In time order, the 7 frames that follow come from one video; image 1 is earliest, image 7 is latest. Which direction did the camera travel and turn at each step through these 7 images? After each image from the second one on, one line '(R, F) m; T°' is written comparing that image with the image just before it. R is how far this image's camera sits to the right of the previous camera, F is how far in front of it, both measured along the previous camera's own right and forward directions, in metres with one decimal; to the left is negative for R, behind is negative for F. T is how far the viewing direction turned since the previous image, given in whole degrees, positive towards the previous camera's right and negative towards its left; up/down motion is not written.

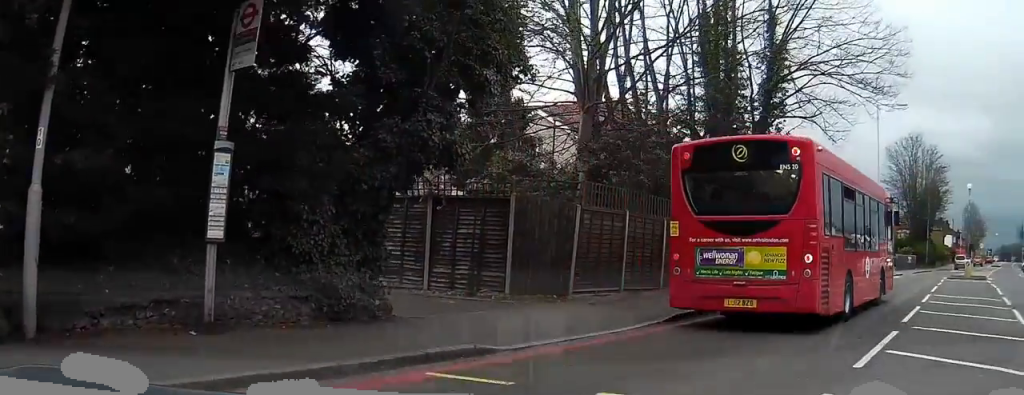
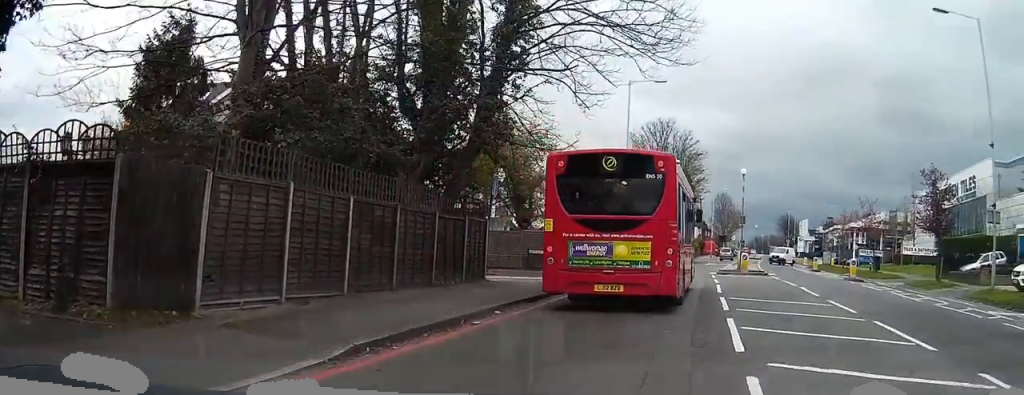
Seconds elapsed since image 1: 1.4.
(+0.6, +5.3) m; +7°
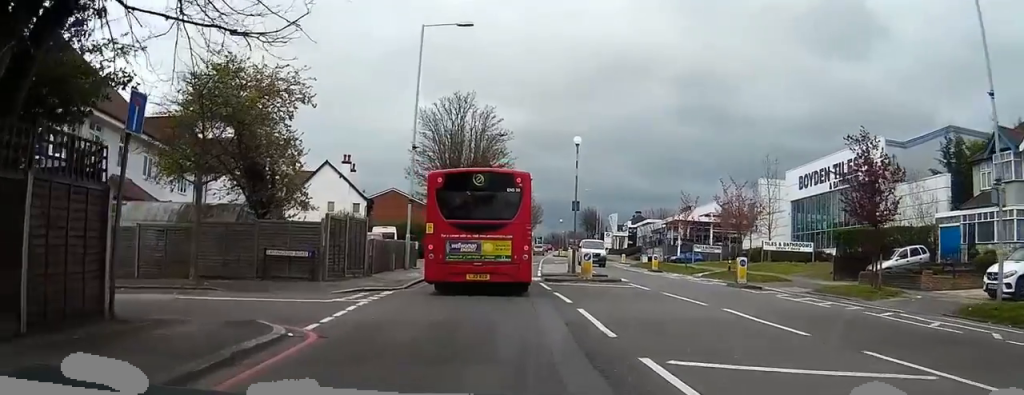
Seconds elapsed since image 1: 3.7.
(+0.6, +11.1) m; +8°
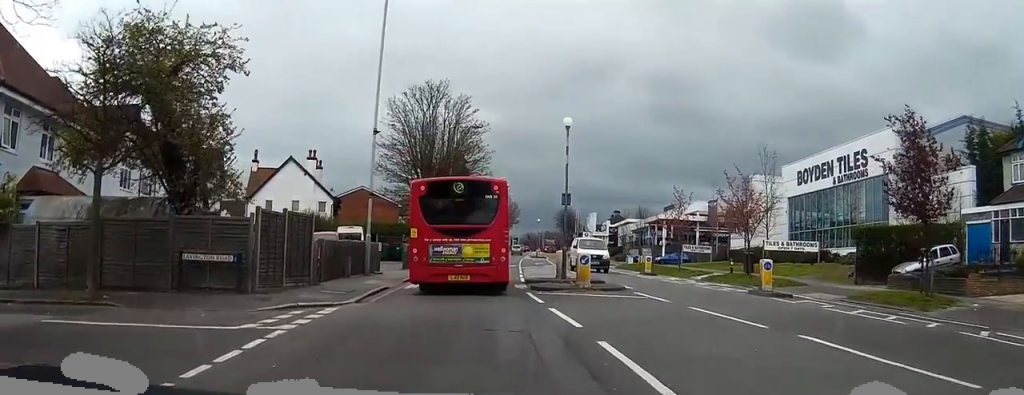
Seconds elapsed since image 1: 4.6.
(+0.1, +4.8) m; +1°
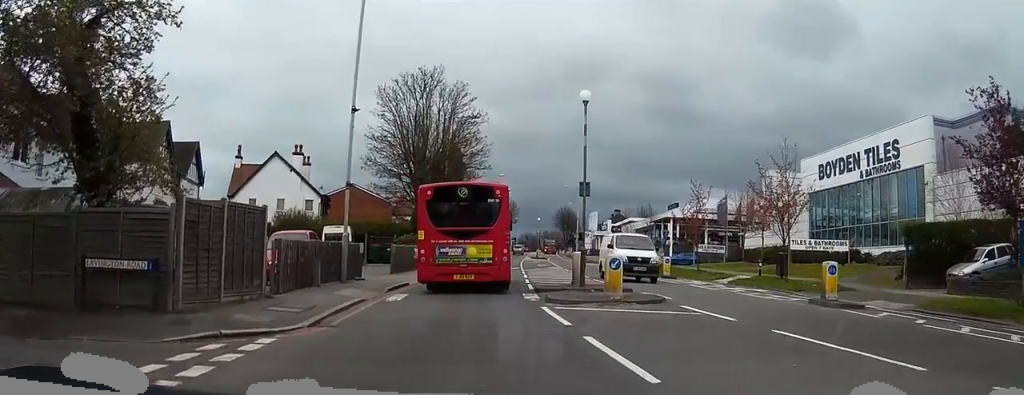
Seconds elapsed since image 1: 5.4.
(0.0, +4.7) m; +1°
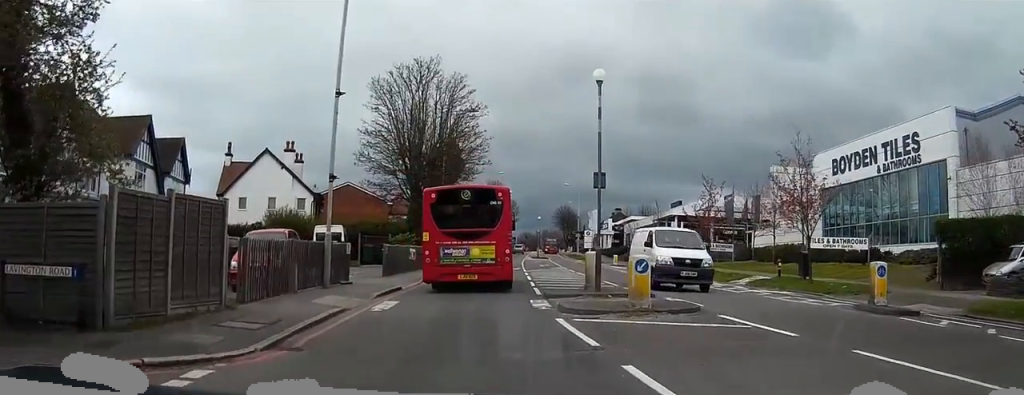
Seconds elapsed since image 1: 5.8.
(0.0, +2.6) m; +1°
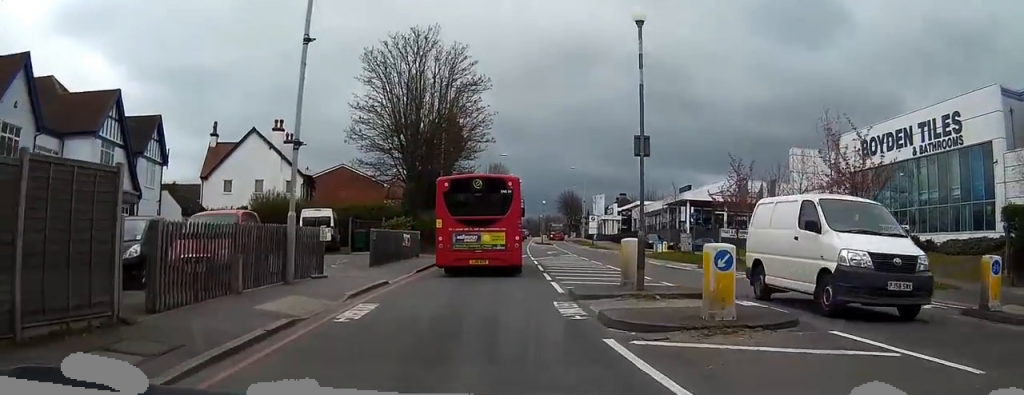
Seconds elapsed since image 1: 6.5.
(0.0, +4.3) m; +4°
